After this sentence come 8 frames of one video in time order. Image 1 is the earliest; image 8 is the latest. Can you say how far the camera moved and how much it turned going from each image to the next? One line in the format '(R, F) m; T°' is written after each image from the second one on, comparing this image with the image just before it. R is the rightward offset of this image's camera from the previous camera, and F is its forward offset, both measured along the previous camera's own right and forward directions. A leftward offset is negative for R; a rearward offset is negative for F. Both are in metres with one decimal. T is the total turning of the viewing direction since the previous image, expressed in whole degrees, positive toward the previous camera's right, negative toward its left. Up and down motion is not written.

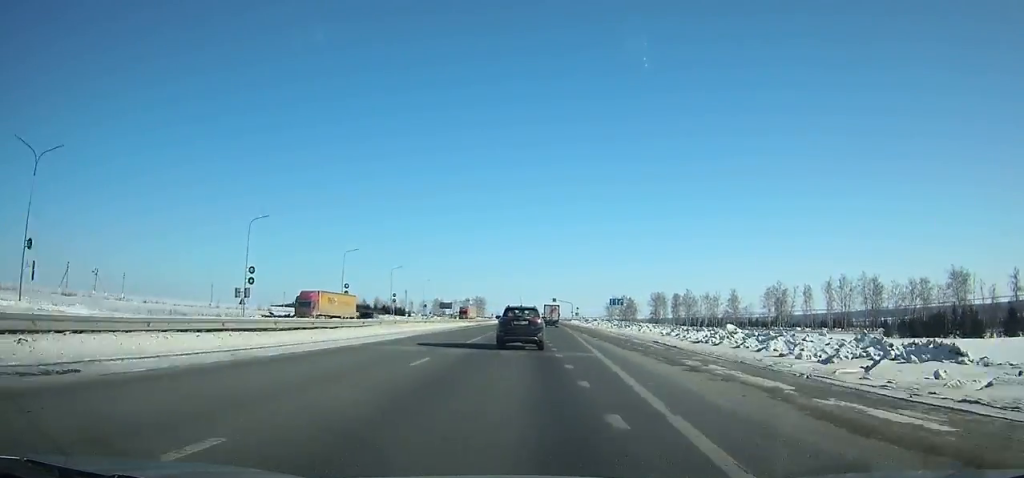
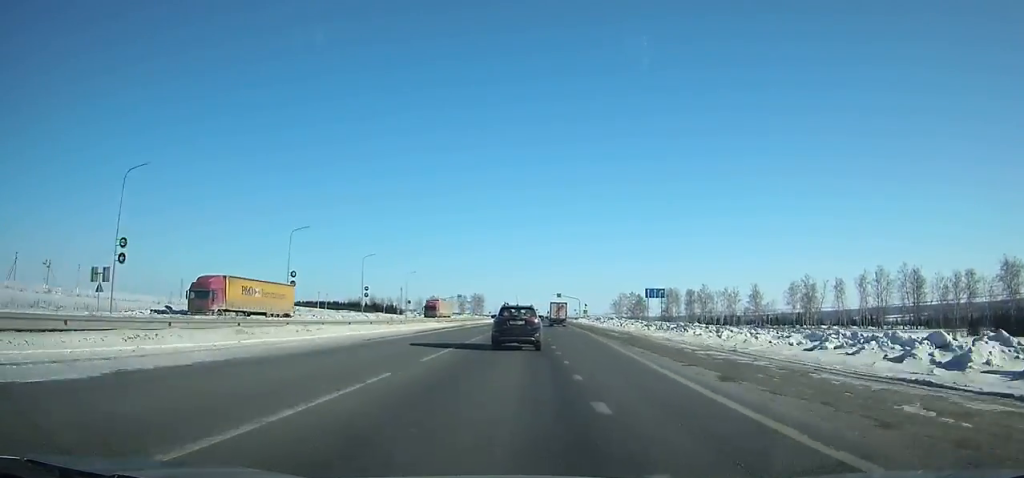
(0.0, +22.3) m; 0°
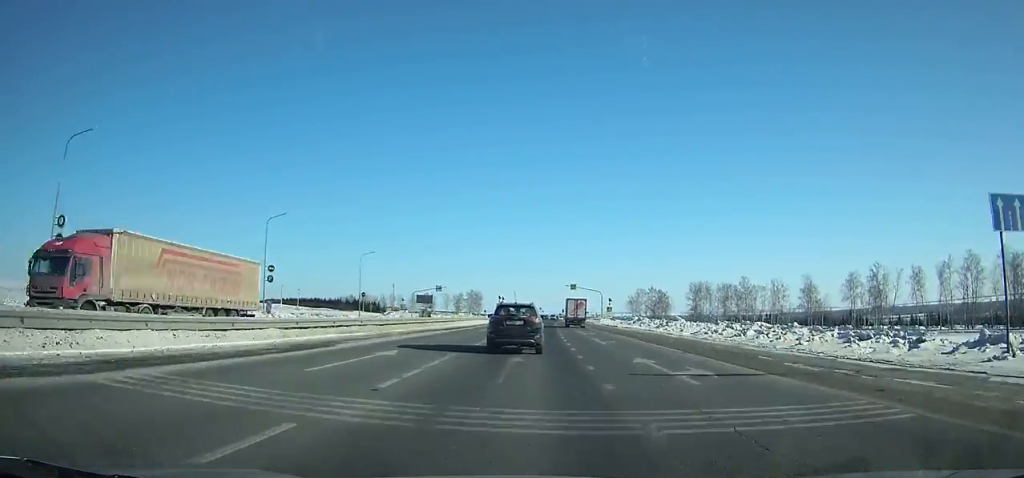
(-0.2, +39.3) m; 0°
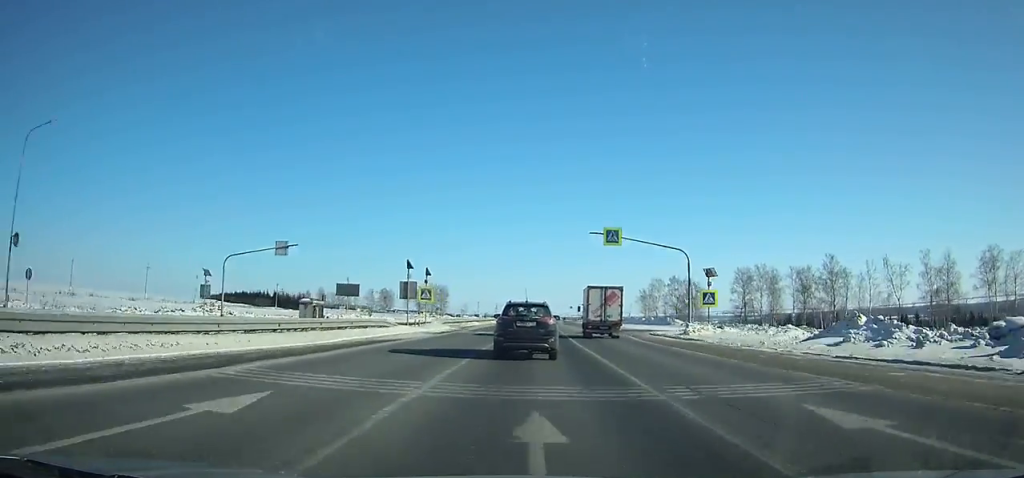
(+0.8, +68.1) m; +2°
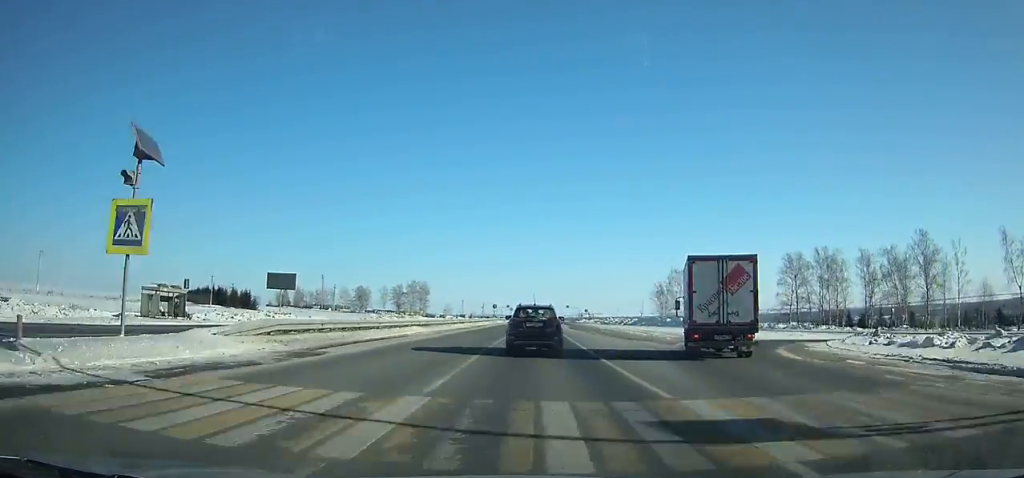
(+0.3, +38.1) m; +1°
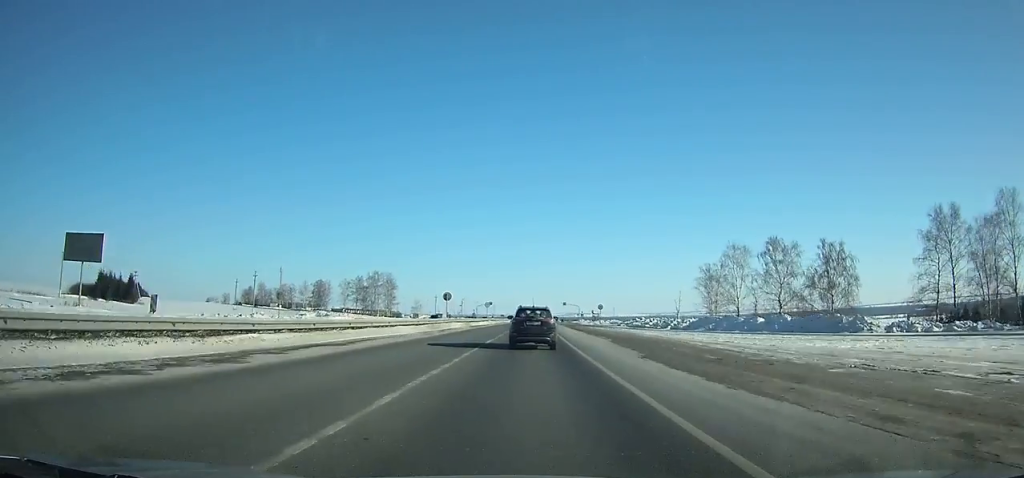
(+0.6, +52.2) m; +1°
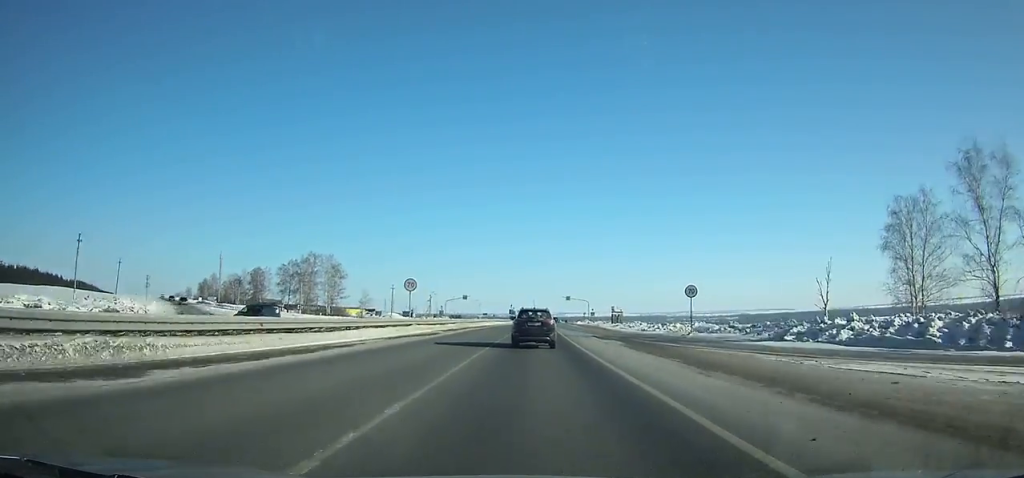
(+0.5, +60.2) m; +1°
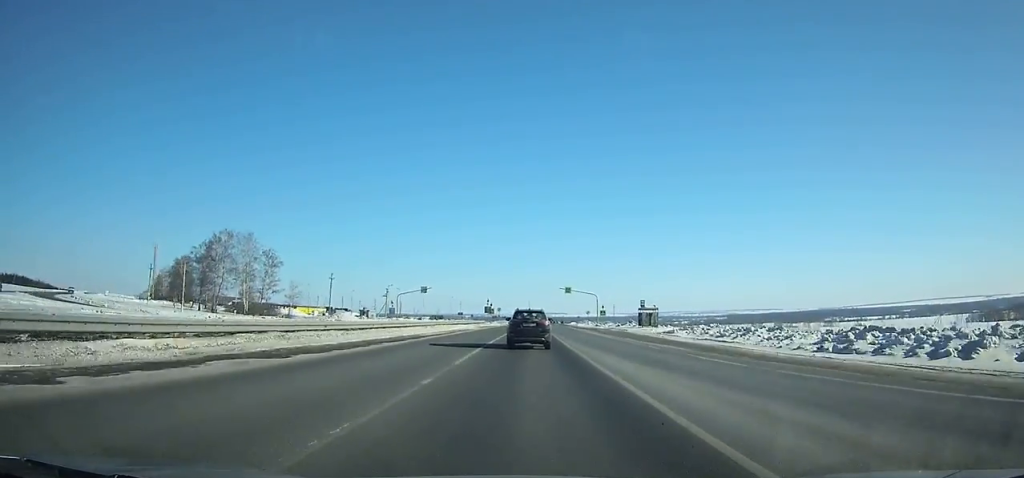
(+0.4, +42.6) m; +1°
